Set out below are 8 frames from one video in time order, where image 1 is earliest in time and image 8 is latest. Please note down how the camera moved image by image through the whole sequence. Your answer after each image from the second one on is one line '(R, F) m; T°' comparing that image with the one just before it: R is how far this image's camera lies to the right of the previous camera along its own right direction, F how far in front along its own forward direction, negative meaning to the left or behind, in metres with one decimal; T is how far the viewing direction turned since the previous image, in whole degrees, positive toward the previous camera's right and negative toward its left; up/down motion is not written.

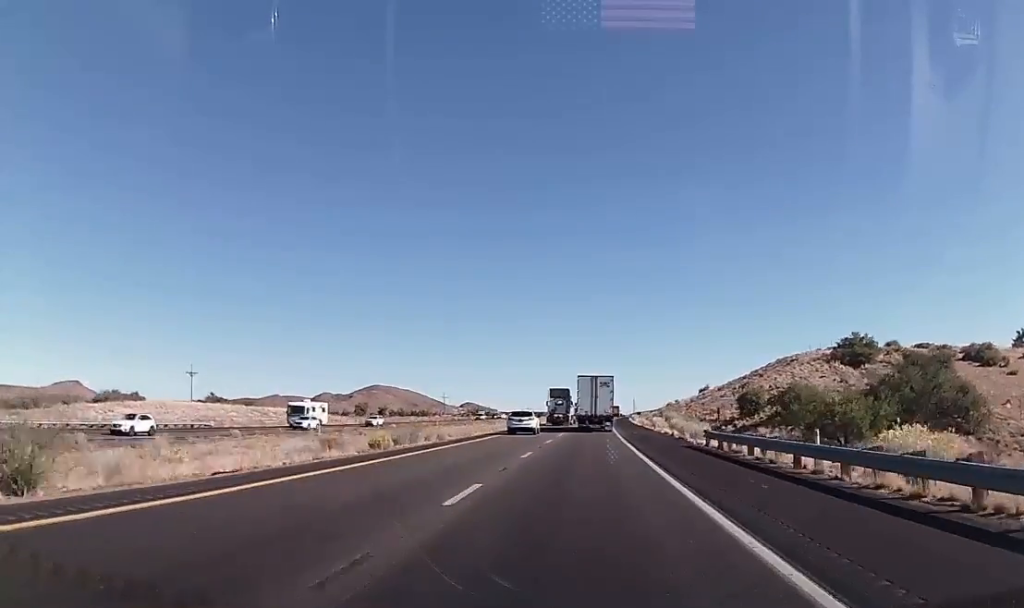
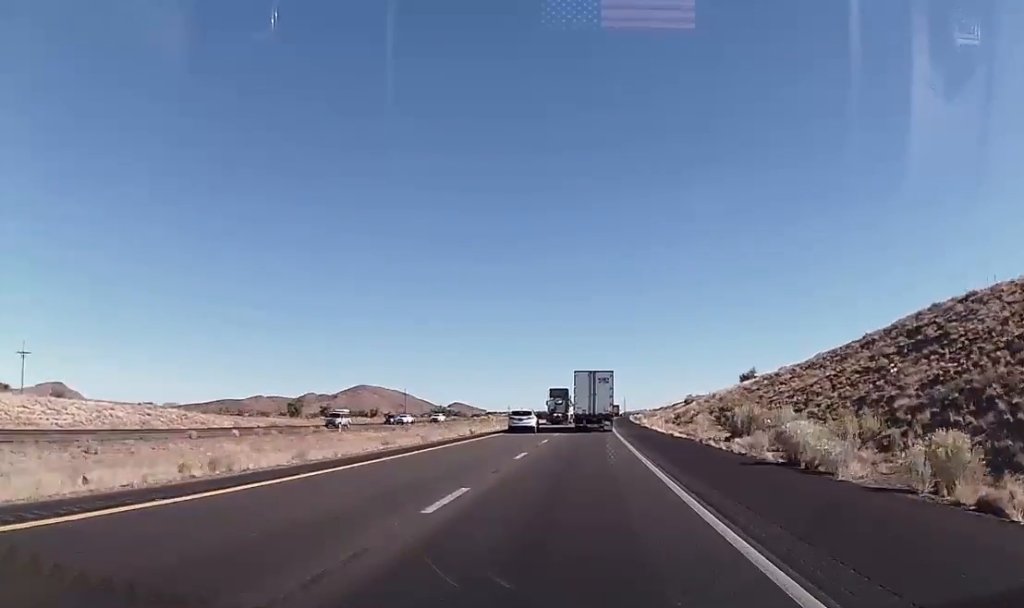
(+0.3, +50.3) m; +1°
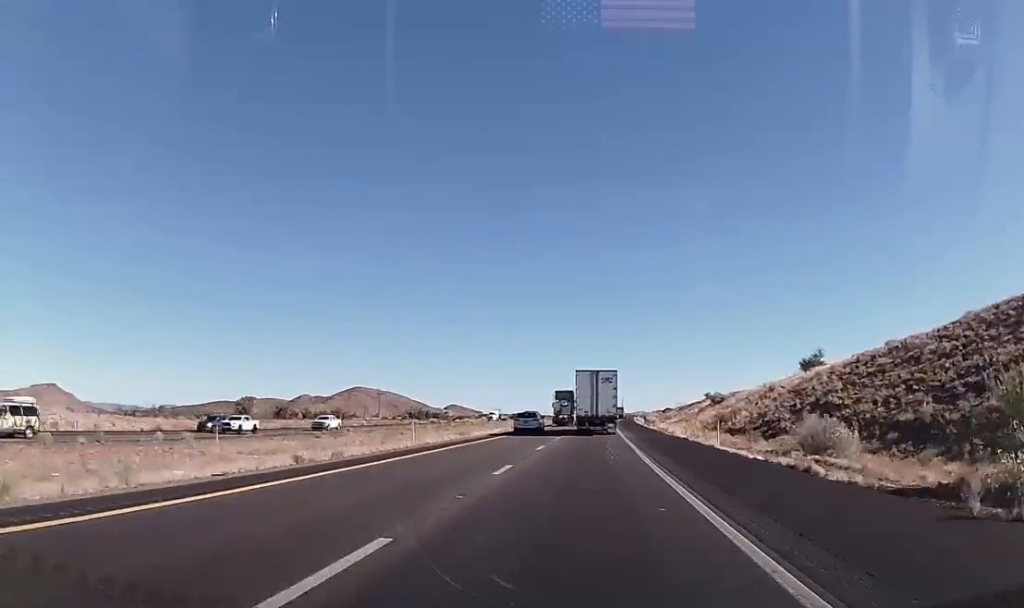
(+0.1, +30.3) m; 0°
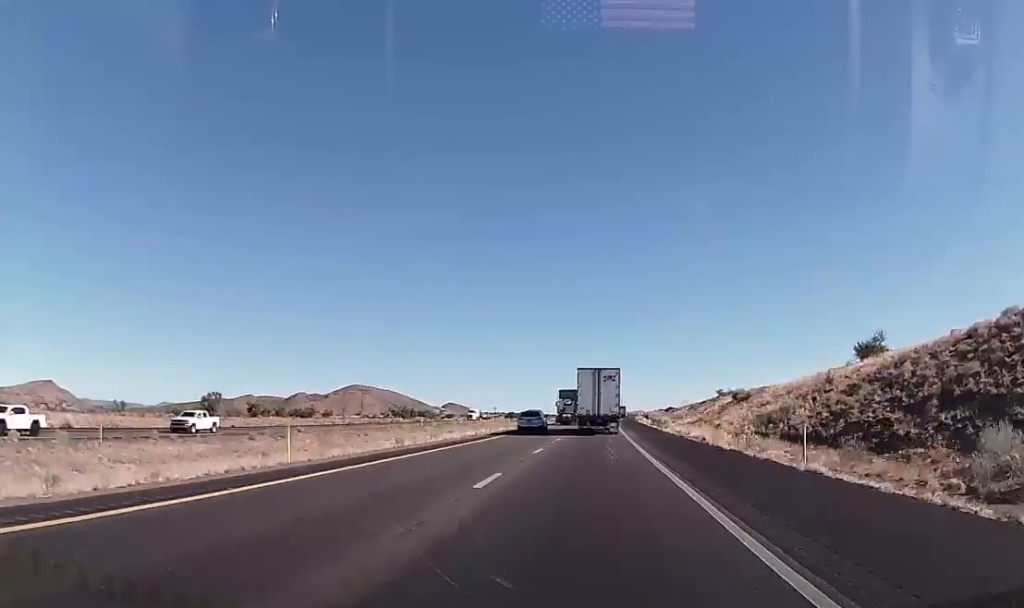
(-0.1, +15.7) m; 0°
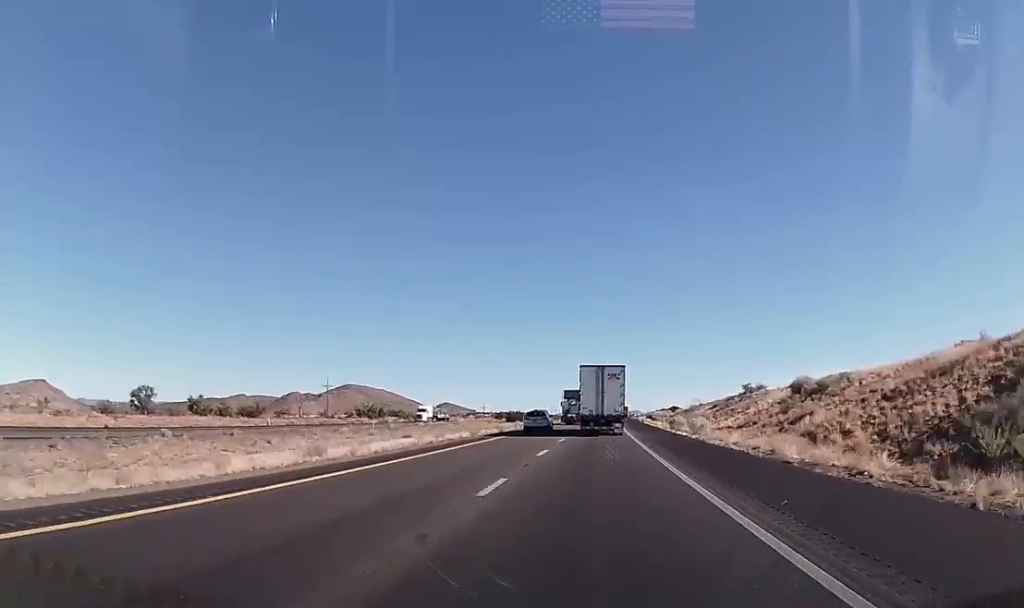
(-0.2, +25.8) m; +1°
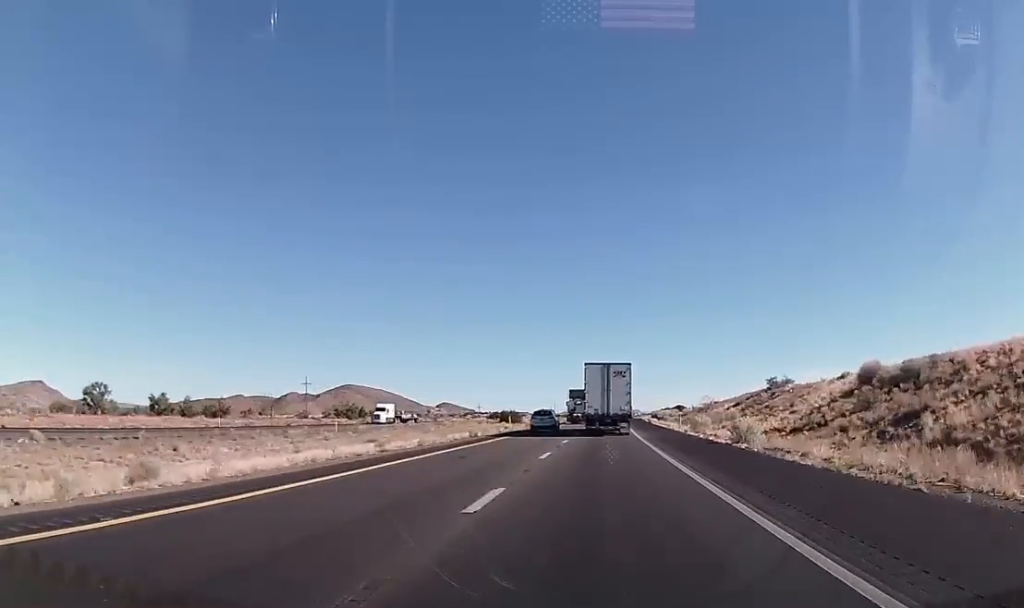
(+0.4, +14.6) m; 0°
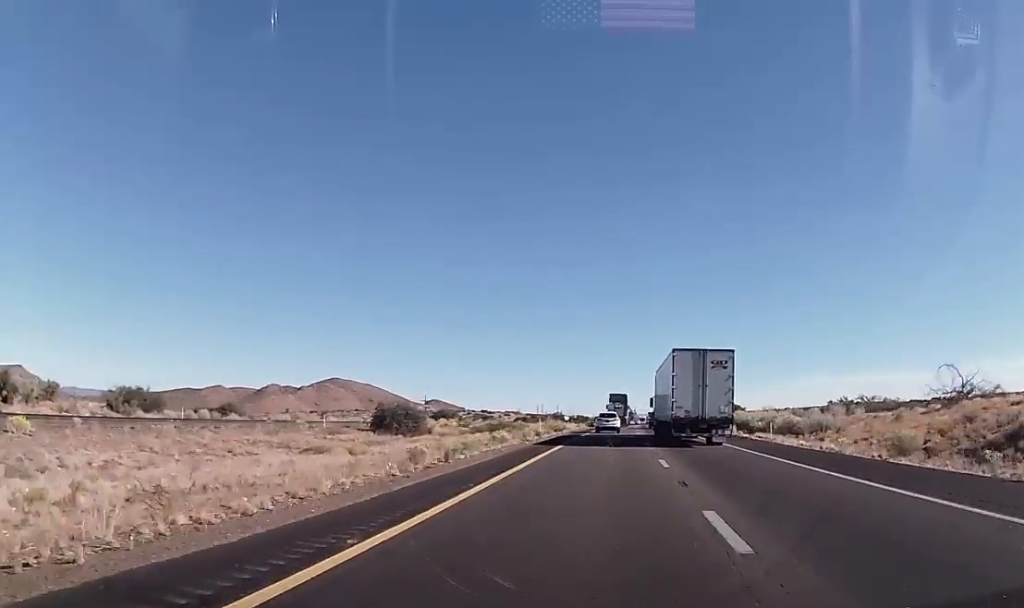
(-0.9, +101.9) m; 0°
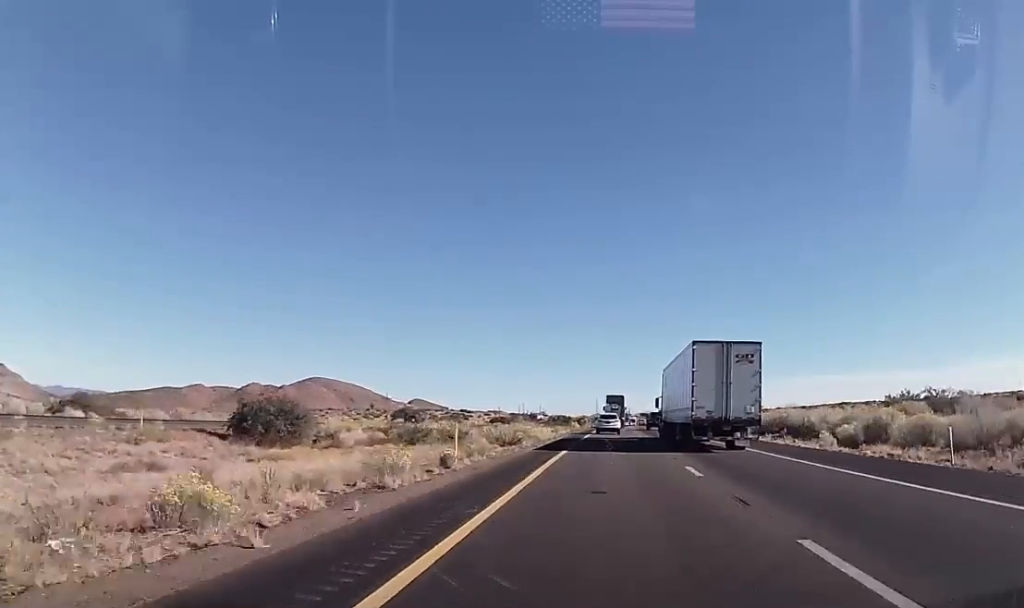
(+0.1, +27.4) m; +1°
